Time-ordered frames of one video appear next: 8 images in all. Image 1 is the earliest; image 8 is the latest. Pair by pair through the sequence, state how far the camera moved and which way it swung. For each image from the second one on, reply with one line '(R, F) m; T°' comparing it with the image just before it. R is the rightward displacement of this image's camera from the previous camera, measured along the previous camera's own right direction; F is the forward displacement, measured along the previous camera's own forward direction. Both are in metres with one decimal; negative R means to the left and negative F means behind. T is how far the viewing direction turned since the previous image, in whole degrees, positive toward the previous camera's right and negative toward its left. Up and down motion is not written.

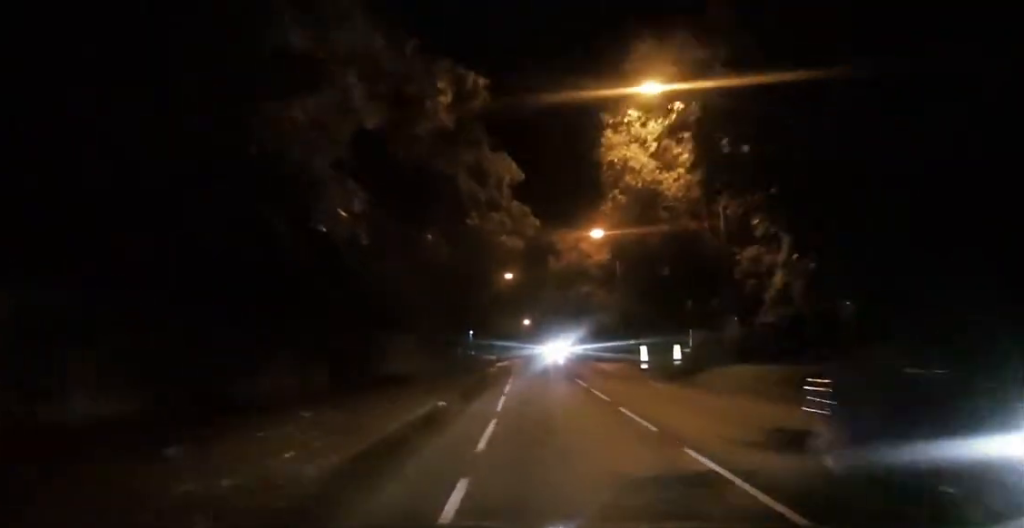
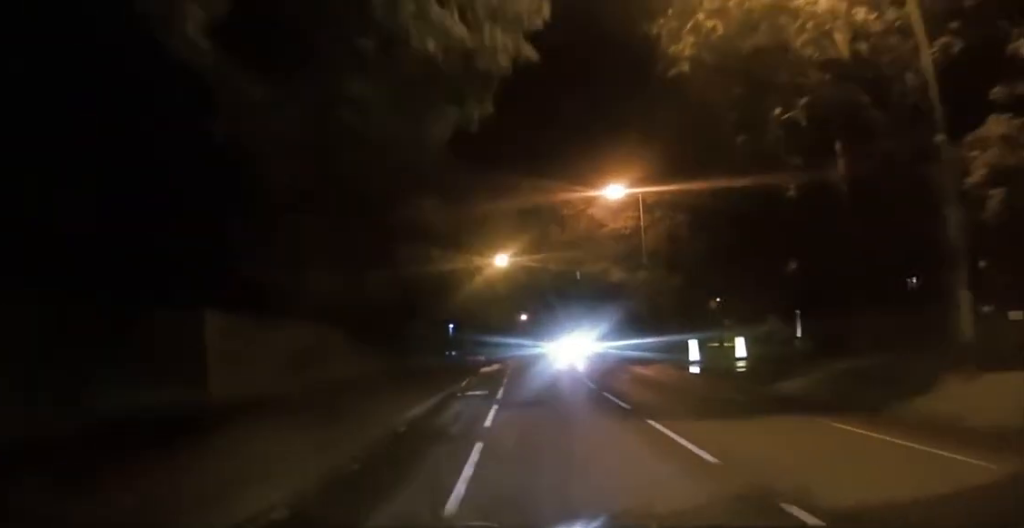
(-0.4, +15.8) m; -2°
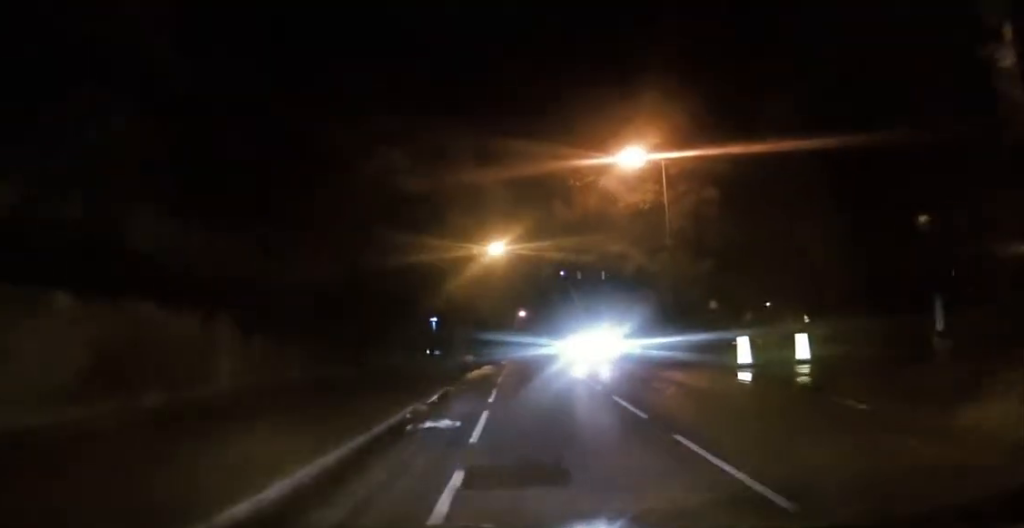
(+0.1, +8.5) m; +1°
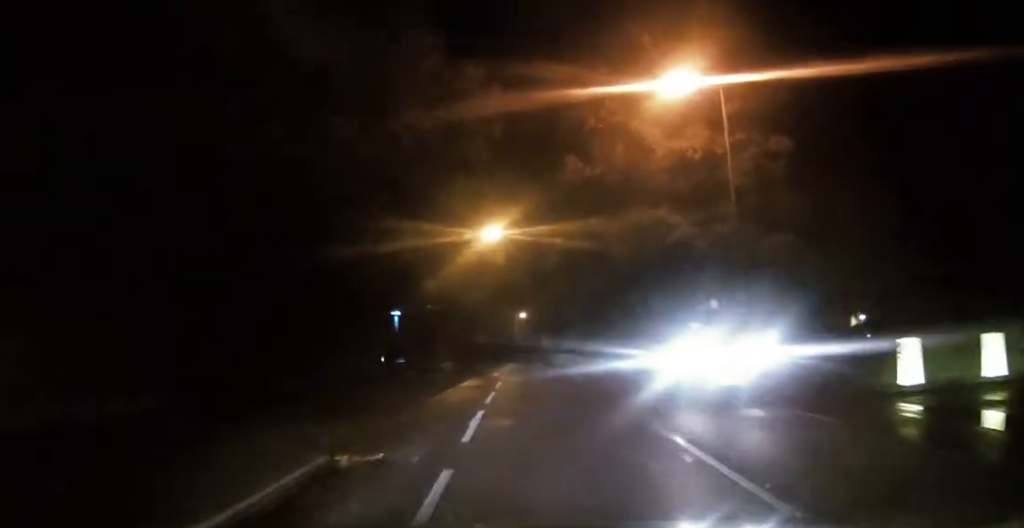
(+0.2, +12.5) m; +1°
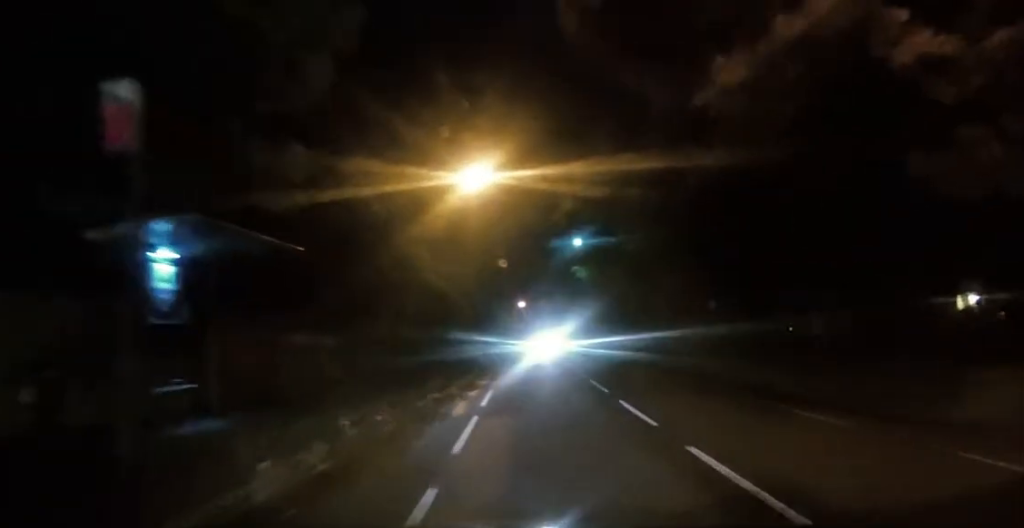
(-0.1, +19.6) m; 0°
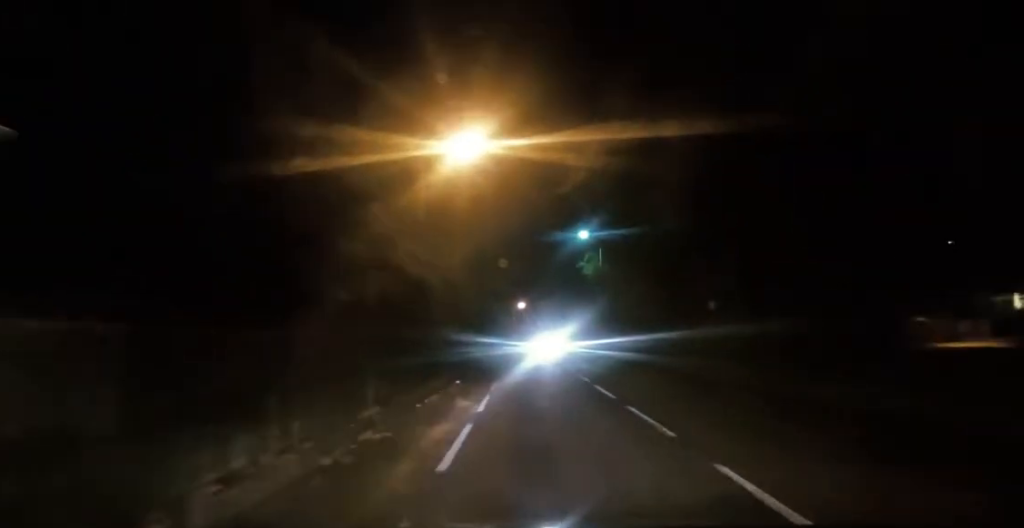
(0.0, +7.5) m; 0°
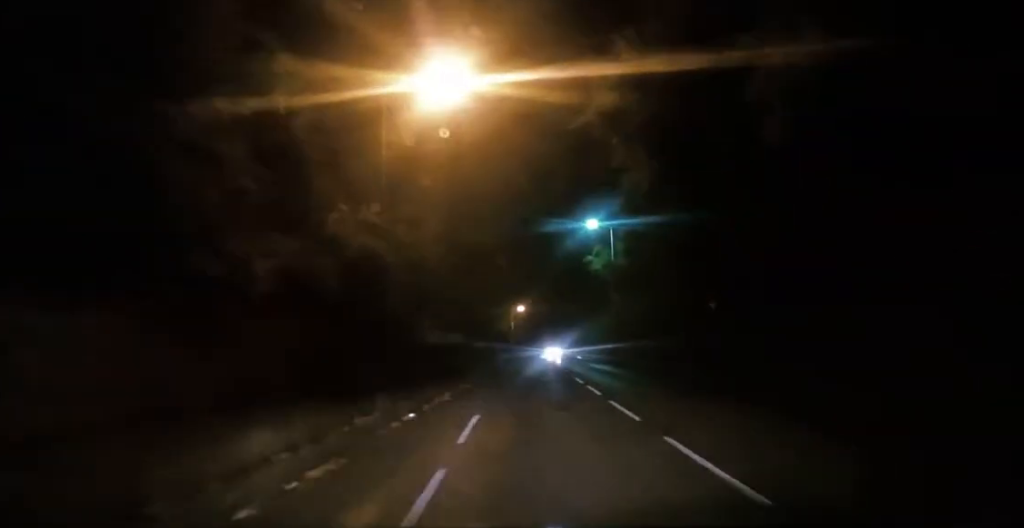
(+0.1, +9.9) m; 0°
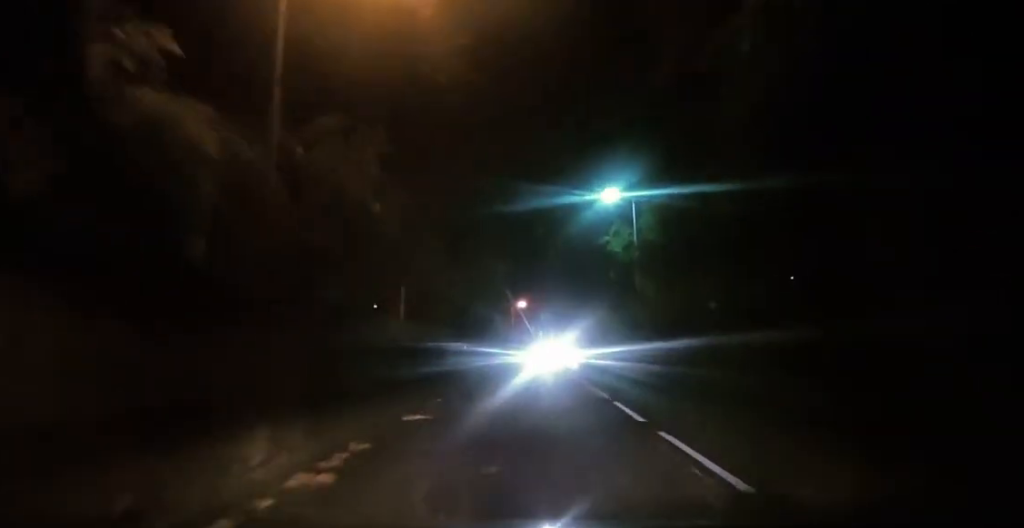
(-0.1, +11.7) m; -2°
